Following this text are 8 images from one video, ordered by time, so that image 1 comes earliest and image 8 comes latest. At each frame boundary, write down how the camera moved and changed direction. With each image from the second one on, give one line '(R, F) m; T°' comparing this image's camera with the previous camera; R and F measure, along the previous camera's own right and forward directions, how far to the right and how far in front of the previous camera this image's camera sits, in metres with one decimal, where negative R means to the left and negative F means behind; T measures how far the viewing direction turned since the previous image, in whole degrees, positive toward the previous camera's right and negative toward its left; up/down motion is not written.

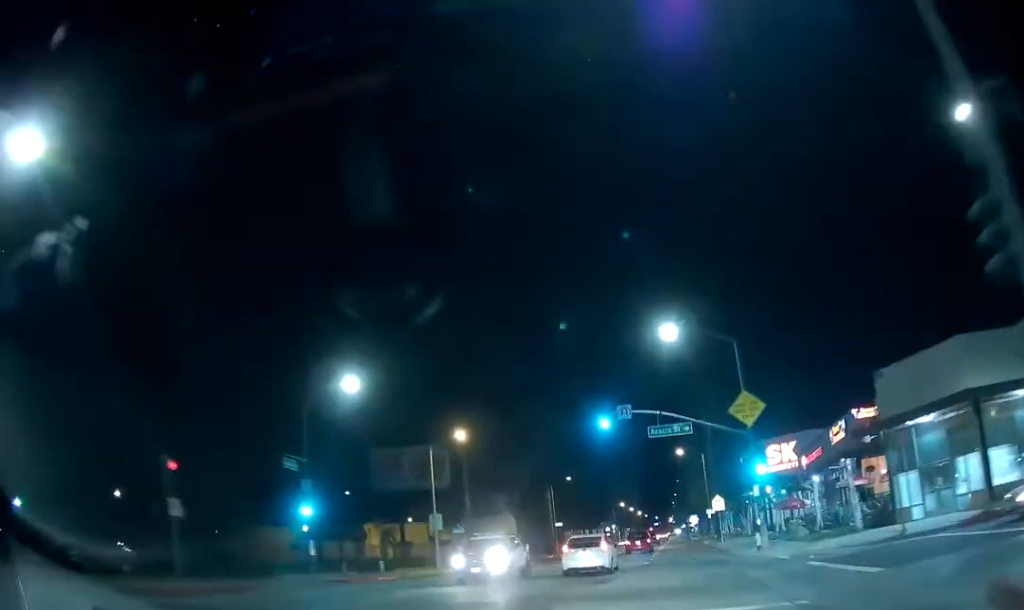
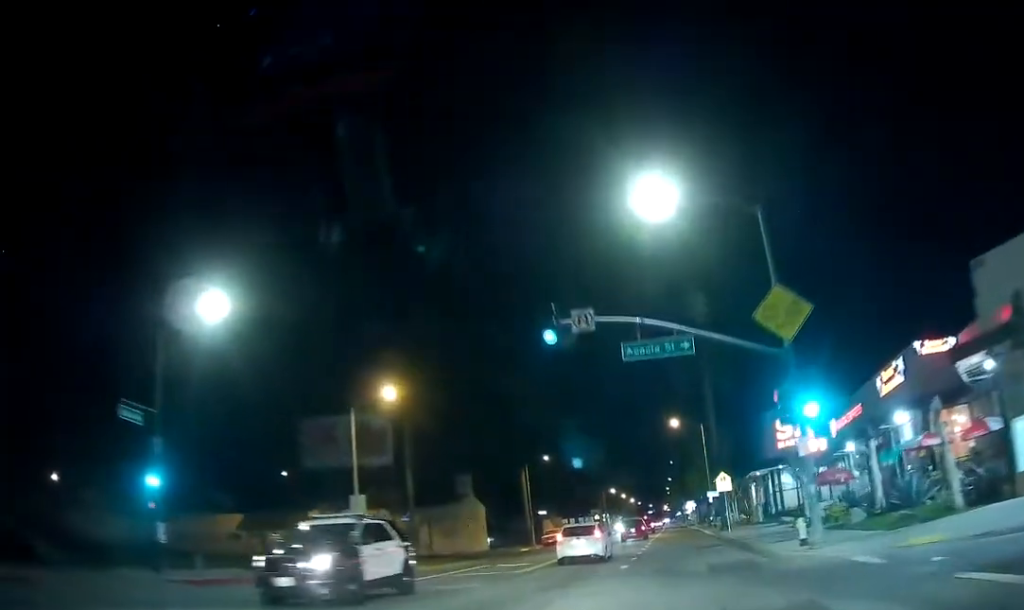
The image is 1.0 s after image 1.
(-0.2, +12.6) m; -2°
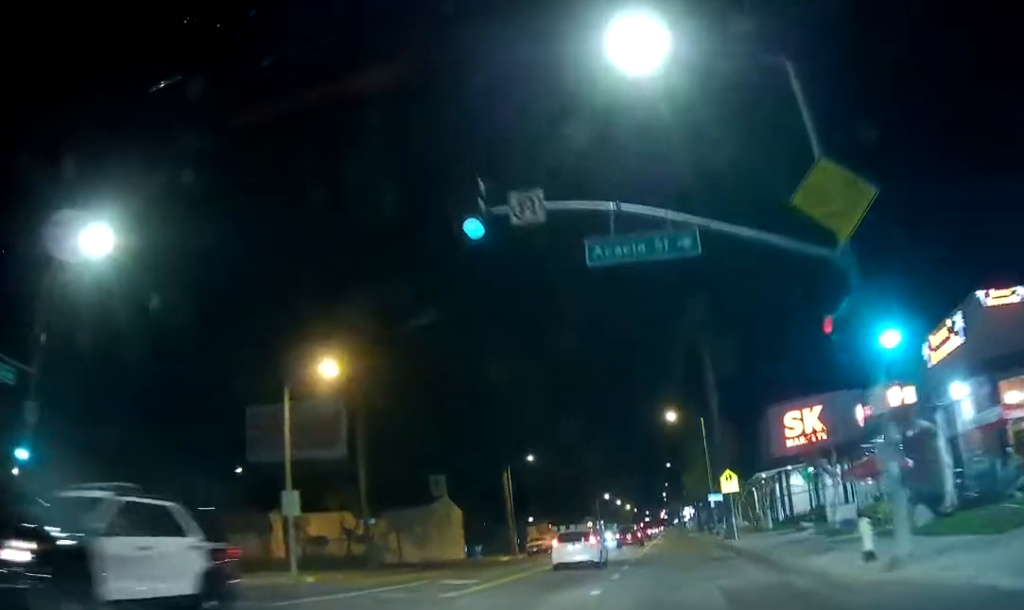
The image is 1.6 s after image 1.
(-0.1, +7.7) m; -1°
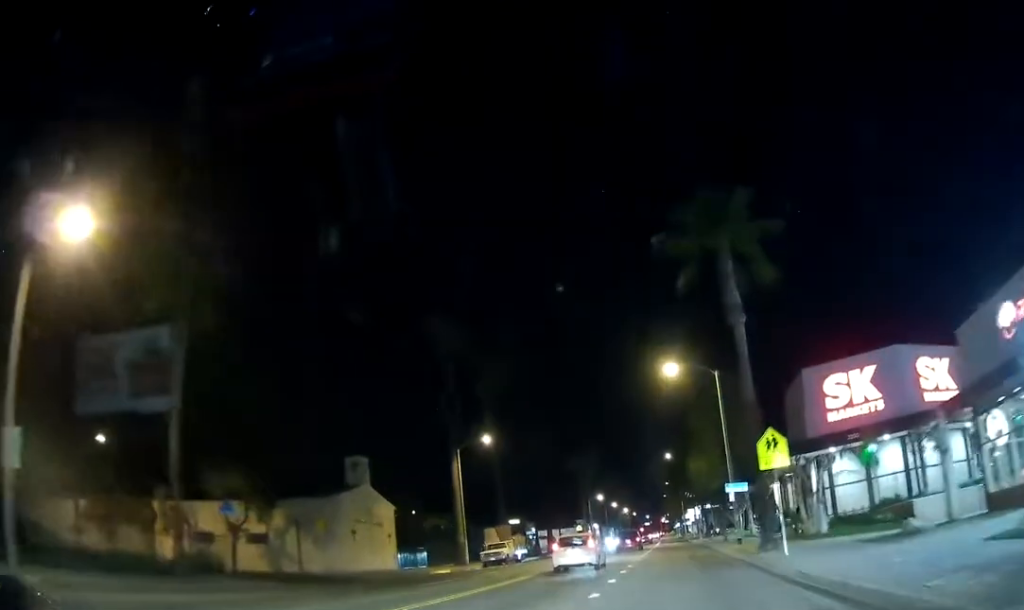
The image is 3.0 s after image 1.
(-0.7, +17.8) m; -4°
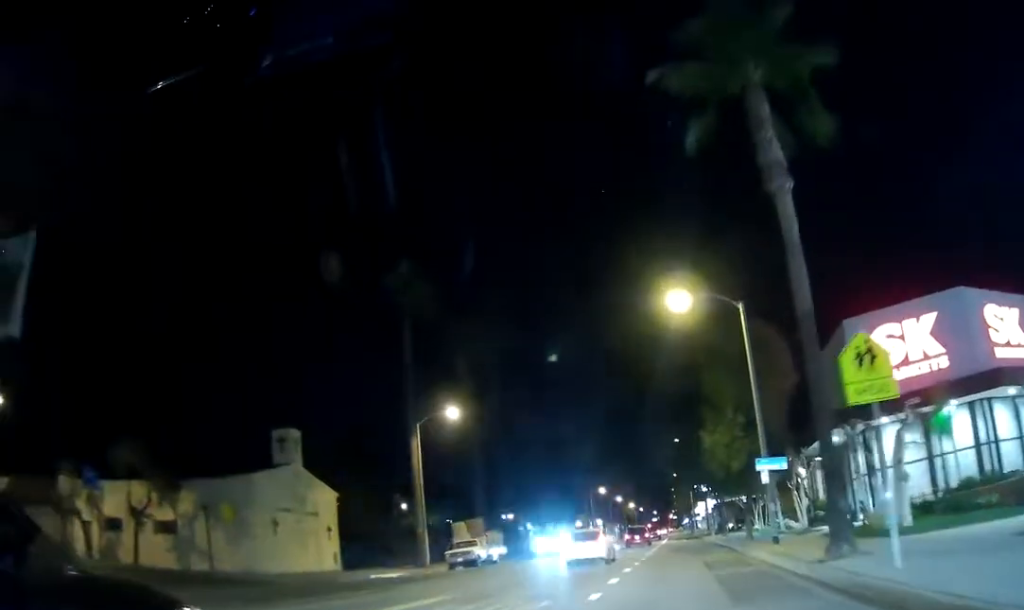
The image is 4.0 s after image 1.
(-0.1, +11.3) m; 0°
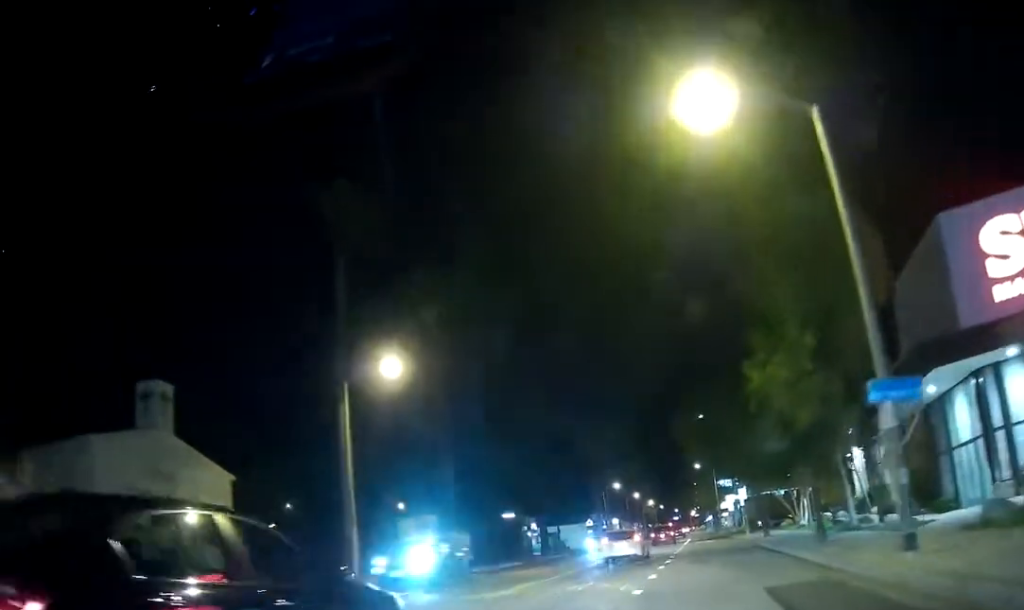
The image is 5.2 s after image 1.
(0.0, +14.1) m; -1°
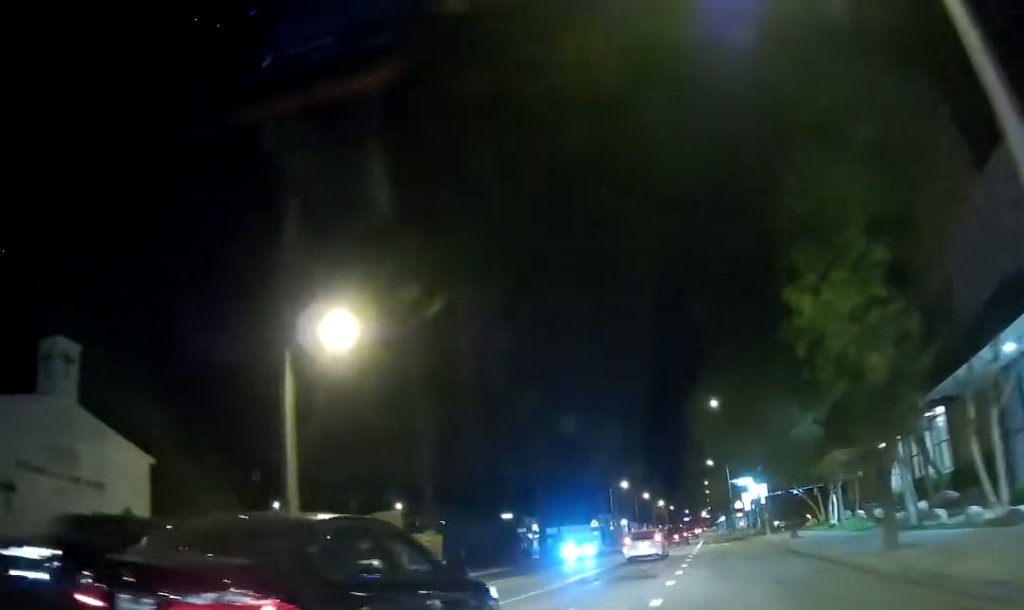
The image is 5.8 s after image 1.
(-0.2, +7.2) m; 0°
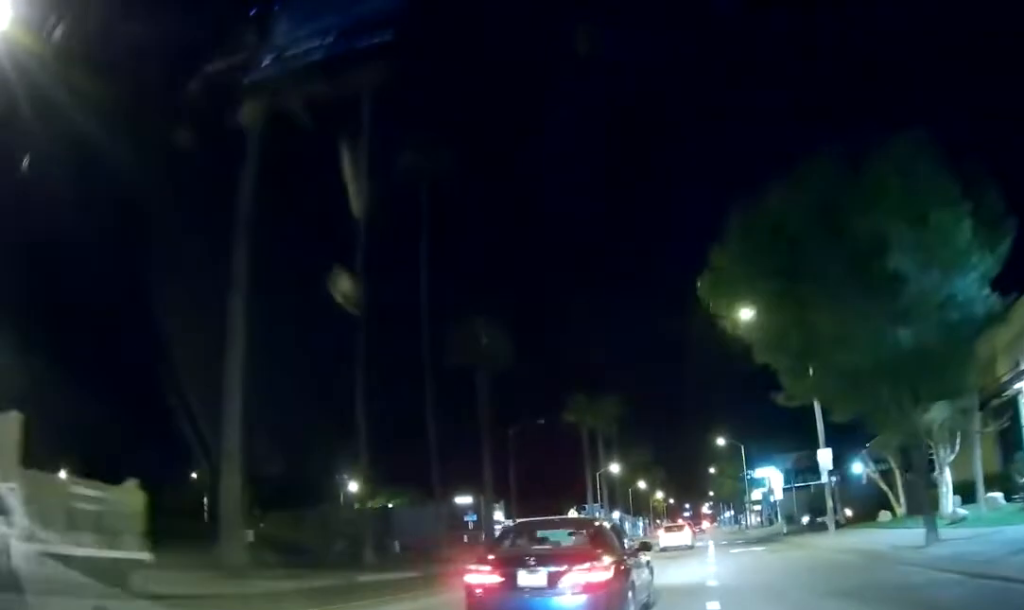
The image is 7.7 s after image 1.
(+0.5, +20.5) m; -1°
